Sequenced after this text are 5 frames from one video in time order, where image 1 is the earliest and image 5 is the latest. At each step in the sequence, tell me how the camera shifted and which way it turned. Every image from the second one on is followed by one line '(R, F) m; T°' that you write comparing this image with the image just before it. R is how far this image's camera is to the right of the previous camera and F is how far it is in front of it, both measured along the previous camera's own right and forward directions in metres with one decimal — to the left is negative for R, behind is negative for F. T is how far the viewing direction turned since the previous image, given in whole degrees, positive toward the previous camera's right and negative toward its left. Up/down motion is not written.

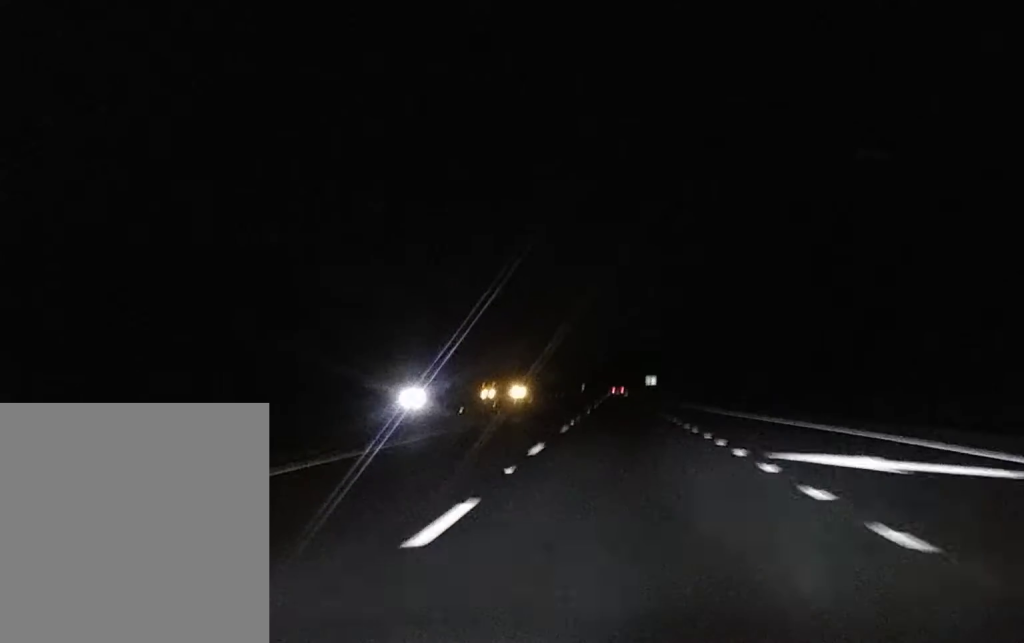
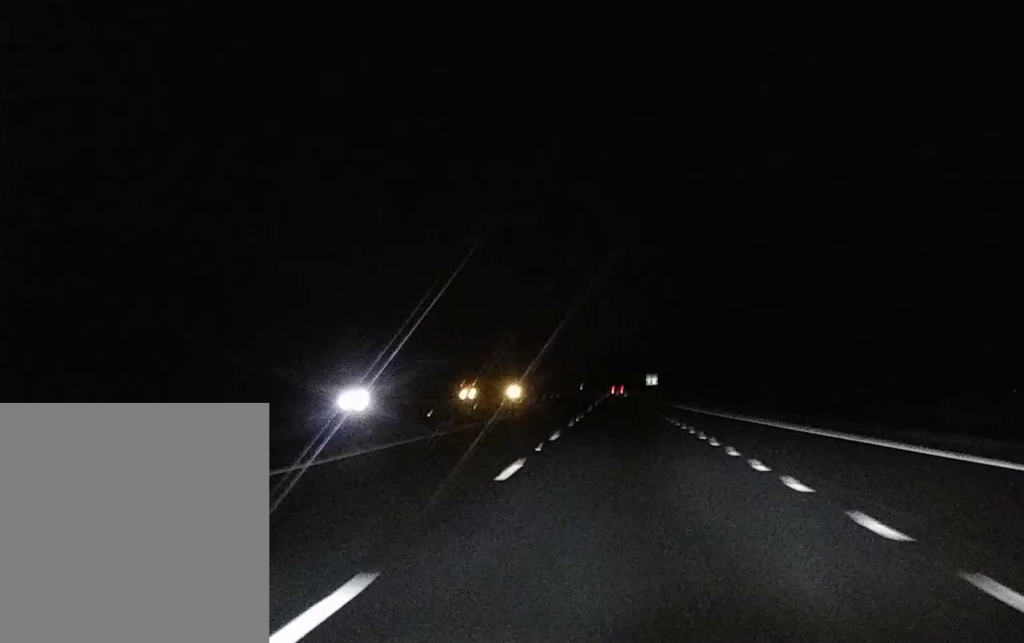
(0.0, +22.8) m; 0°
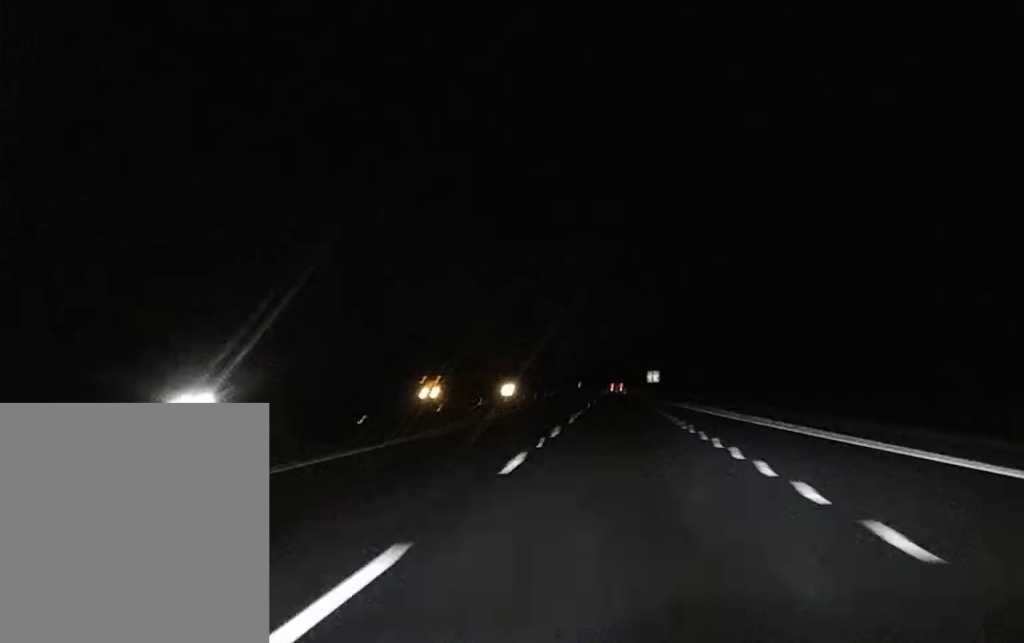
(+0.1, +28.8) m; 0°
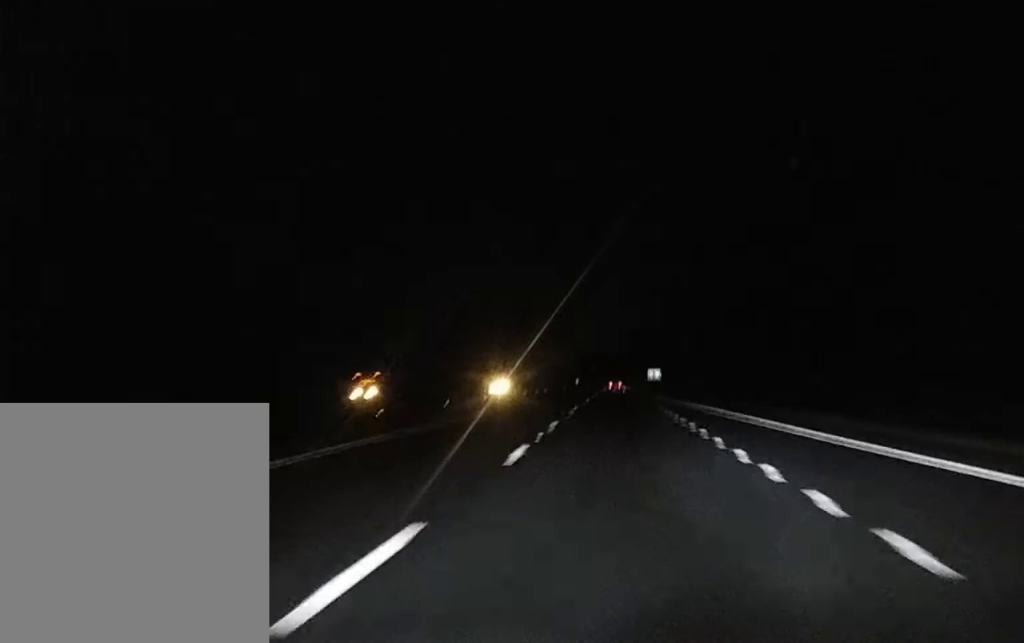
(+0.1, +32.0) m; 0°
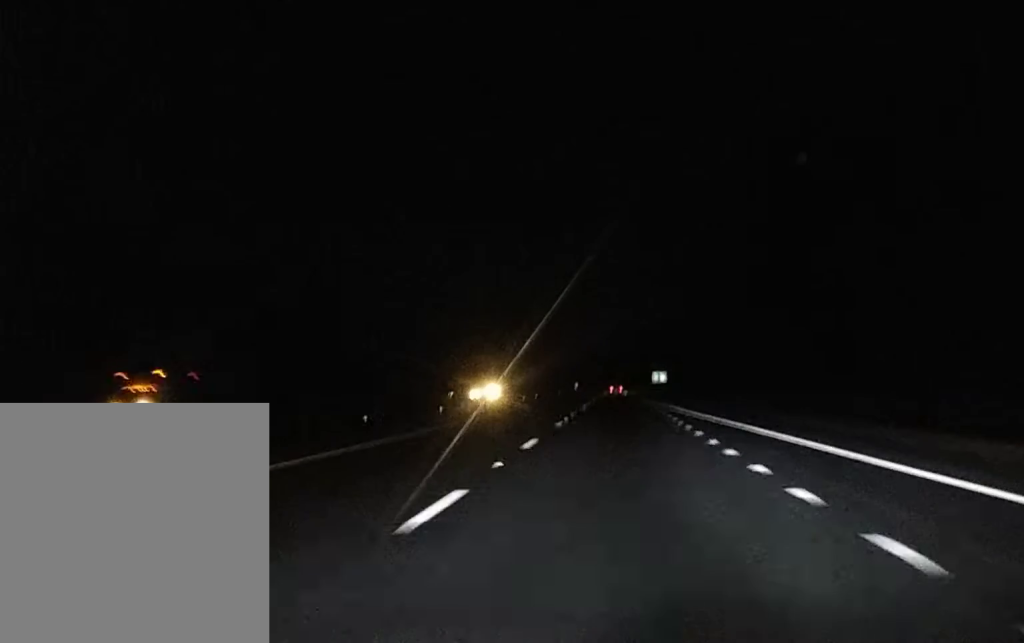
(-0.3, +40.1) m; 0°
